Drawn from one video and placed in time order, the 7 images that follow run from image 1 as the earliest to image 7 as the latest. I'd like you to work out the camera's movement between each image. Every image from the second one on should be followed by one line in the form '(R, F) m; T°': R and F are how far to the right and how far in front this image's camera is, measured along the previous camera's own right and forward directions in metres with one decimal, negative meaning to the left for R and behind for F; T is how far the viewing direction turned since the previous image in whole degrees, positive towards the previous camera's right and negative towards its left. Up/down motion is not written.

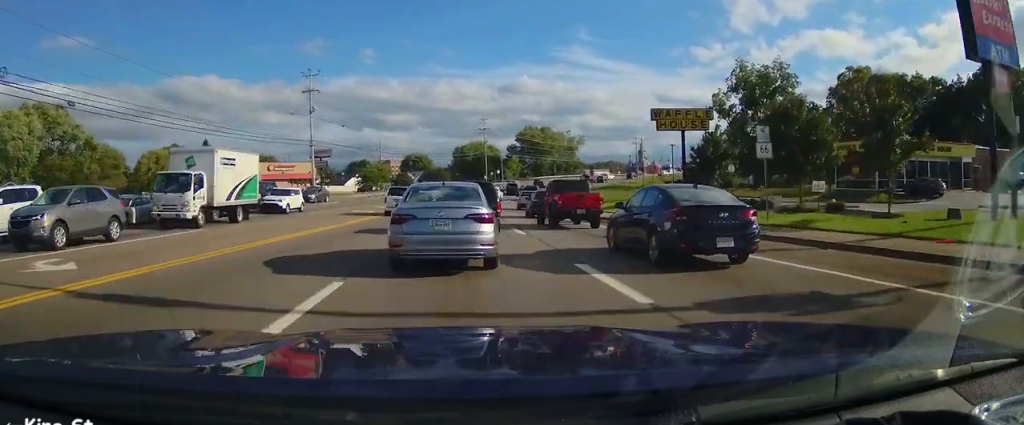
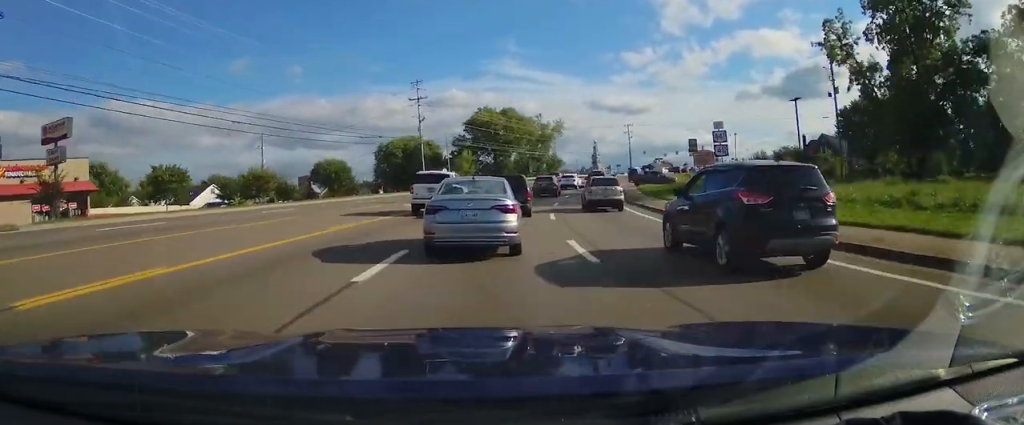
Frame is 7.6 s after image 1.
(+2.6, +52.3) m; +10°
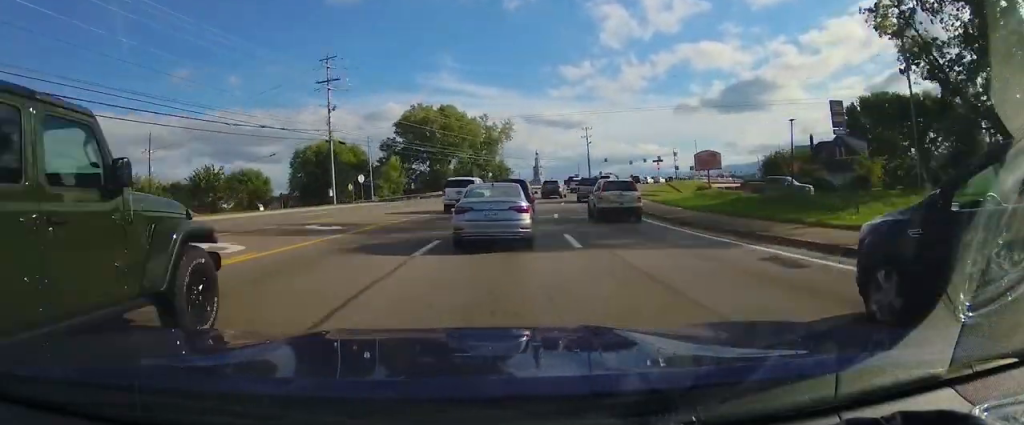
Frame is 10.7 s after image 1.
(+1.6, +22.4) m; +6°
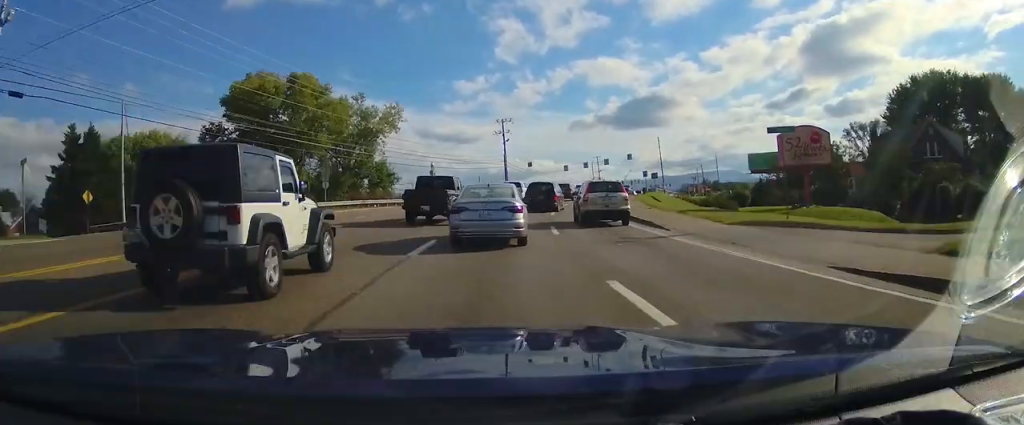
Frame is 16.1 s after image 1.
(+3.6, +38.2) m; +11°
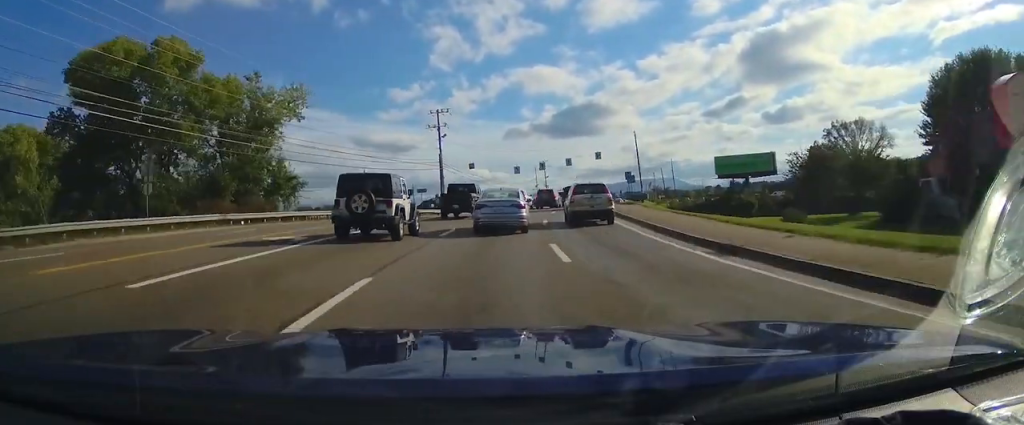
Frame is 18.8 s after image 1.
(+0.8, +17.4) m; +5°
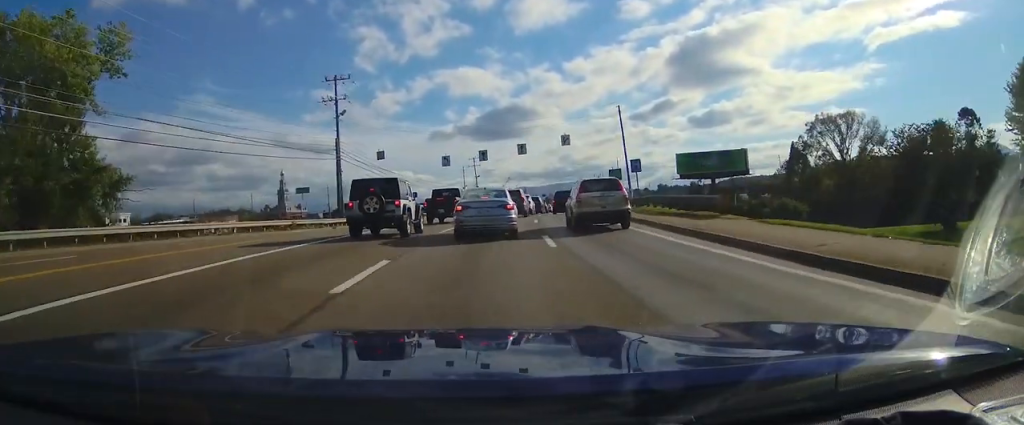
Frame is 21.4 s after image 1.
(+0.9, +13.9) m; +4°
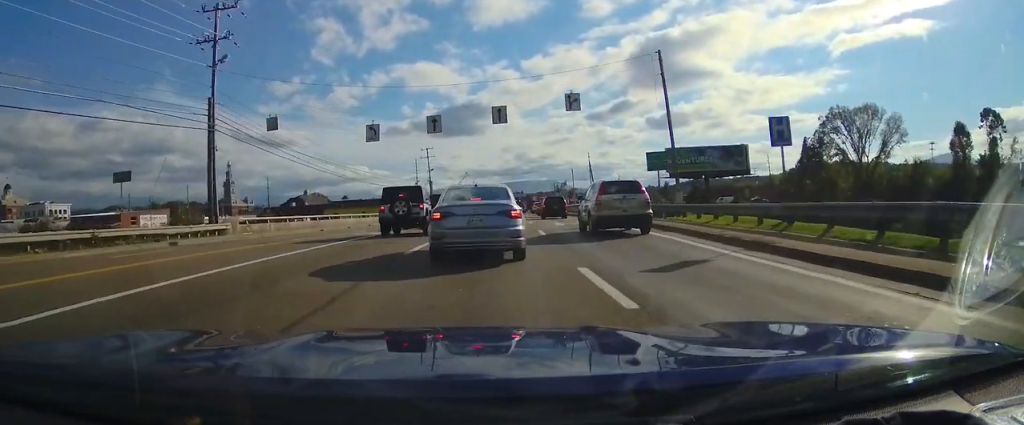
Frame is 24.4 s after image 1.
(+0.7, +14.4) m; +4°
